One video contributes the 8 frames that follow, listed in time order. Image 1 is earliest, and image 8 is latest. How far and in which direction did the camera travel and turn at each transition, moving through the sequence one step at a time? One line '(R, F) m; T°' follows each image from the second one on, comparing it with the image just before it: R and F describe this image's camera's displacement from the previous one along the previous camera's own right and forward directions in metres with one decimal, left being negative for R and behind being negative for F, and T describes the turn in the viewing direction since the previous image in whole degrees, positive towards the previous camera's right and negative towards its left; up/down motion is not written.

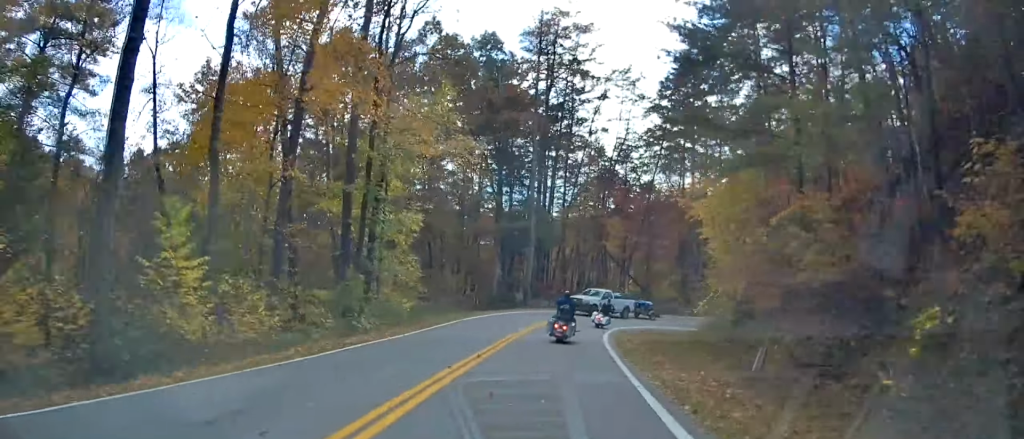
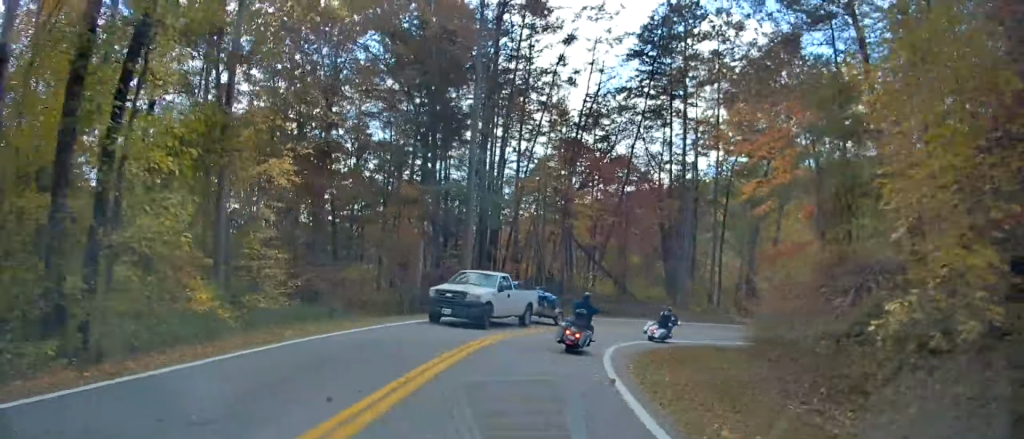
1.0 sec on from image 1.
(+1.1, +14.3) m; +9°
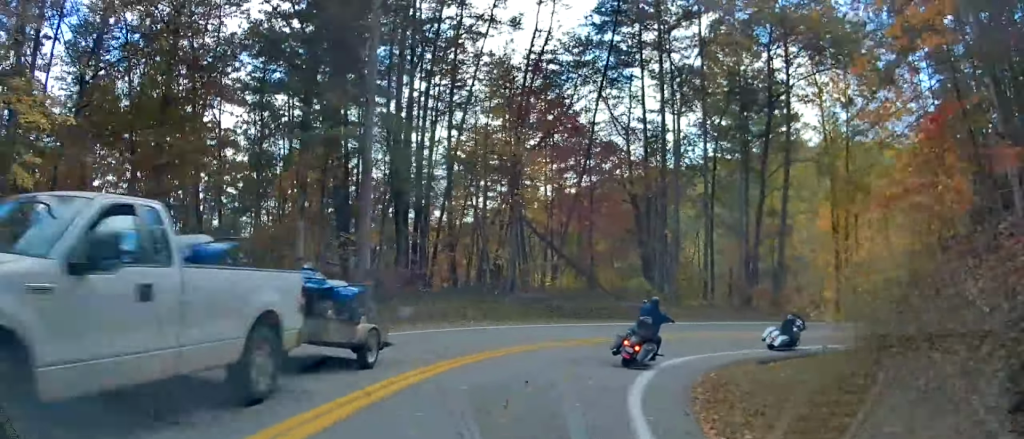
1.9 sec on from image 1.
(+0.8, +11.1) m; +11°
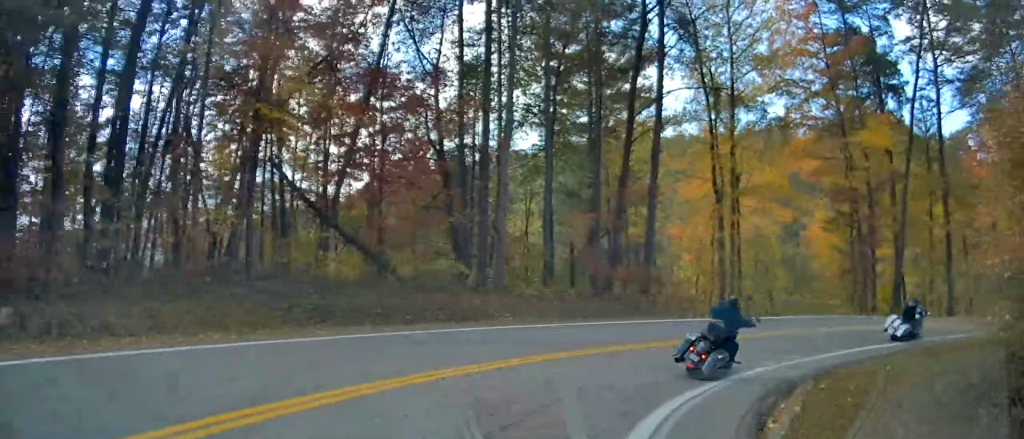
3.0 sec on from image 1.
(+1.8, +12.4) m; +22°
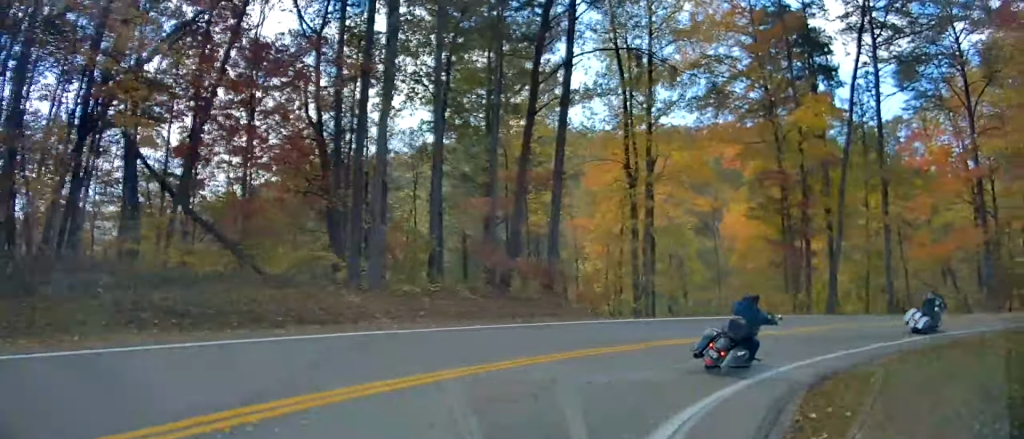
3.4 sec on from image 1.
(-0.2, +4.5) m; +10°
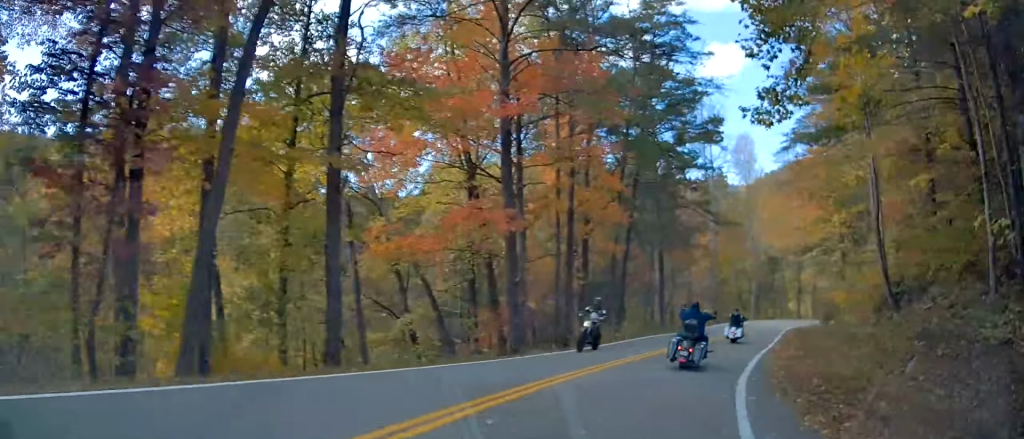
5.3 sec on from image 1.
(+8.6, +20.2) m; +39°
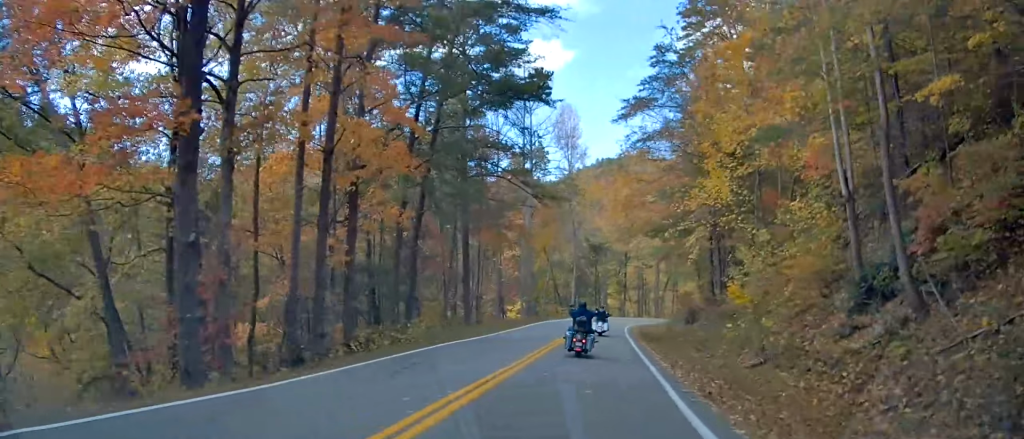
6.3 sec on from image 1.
(+1.6, +13.3) m; +12°
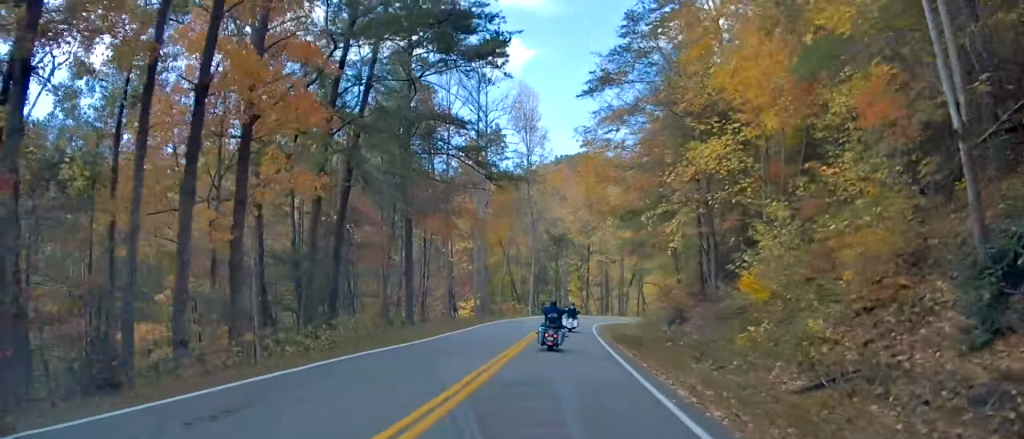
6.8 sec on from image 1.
(+0.5, +7.1) m; +3°
